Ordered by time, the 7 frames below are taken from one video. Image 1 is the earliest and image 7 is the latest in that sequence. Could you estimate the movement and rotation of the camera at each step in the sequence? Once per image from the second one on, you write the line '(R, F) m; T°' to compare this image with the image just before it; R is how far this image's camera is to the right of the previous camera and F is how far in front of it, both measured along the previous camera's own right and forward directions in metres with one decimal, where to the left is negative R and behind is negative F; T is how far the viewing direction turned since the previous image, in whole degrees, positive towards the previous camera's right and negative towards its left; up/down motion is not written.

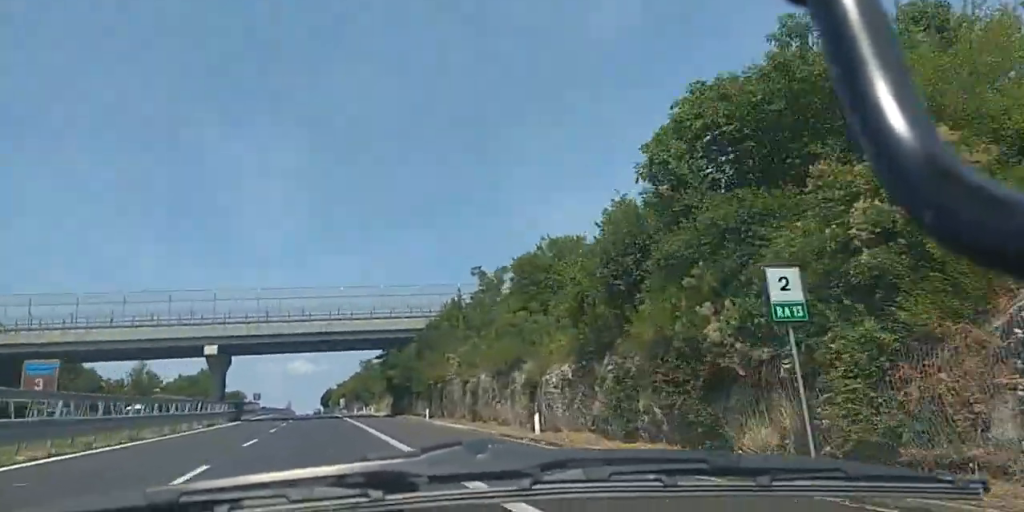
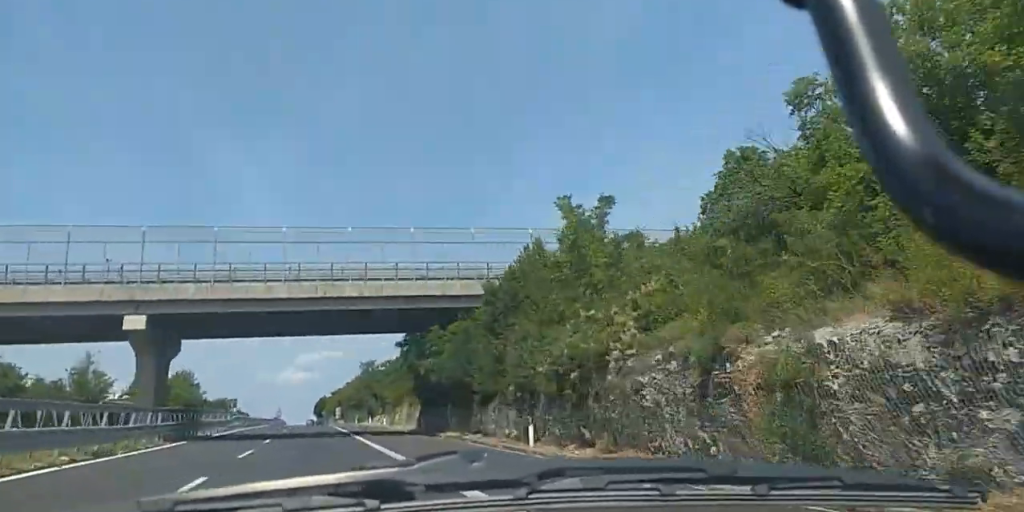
(0.0, +23.7) m; 0°
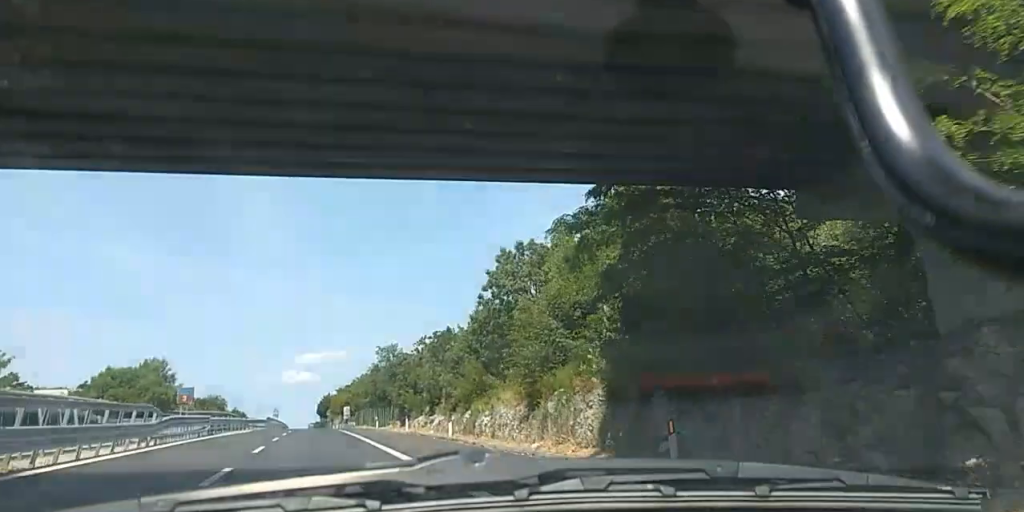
(0.0, +34.5) m; 0°
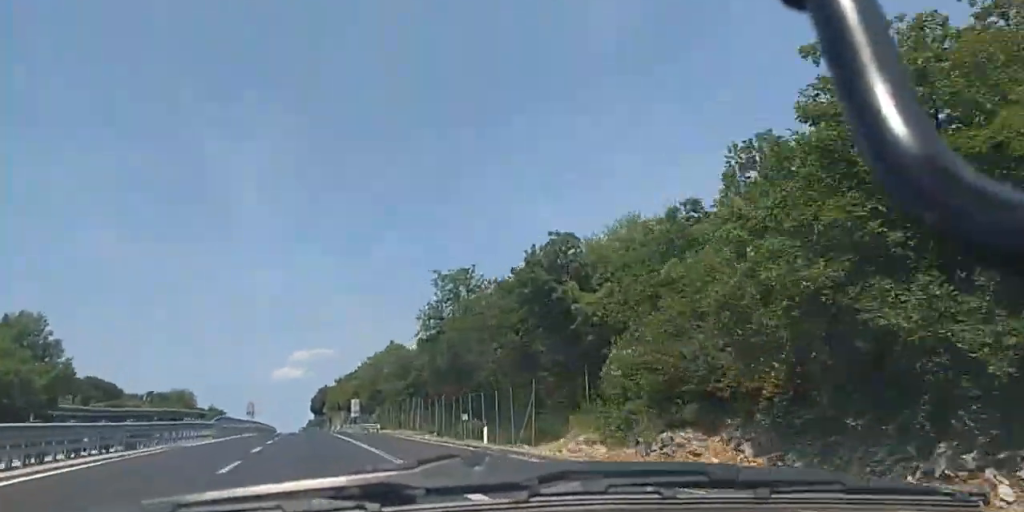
(-0.1, +57.1) m; 0°
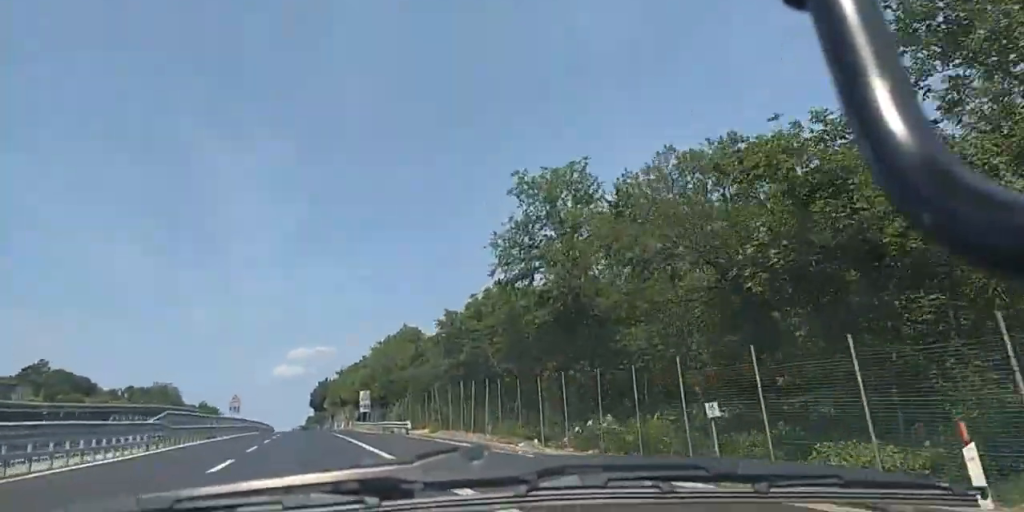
(+0.2, +23.6) m; 0°
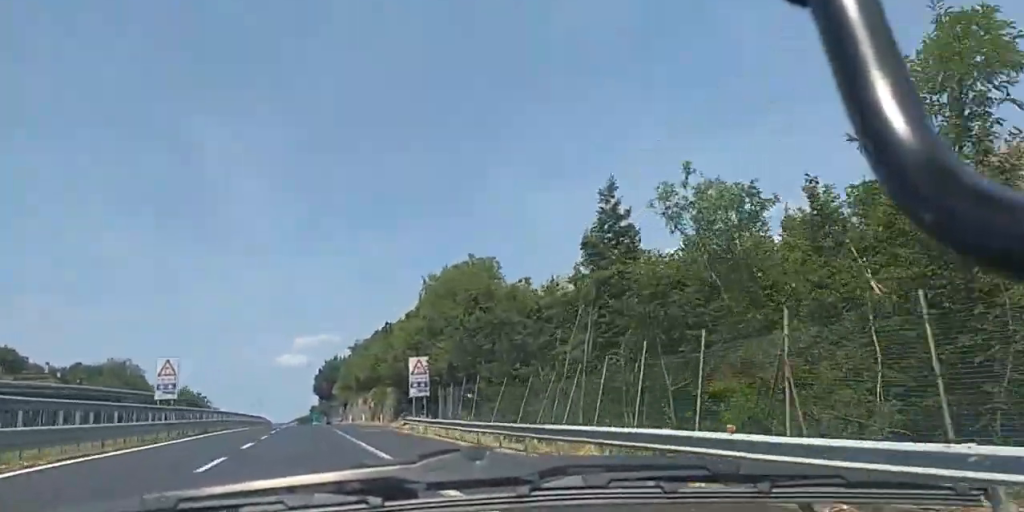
(+0.5, +47.8) m; +2°
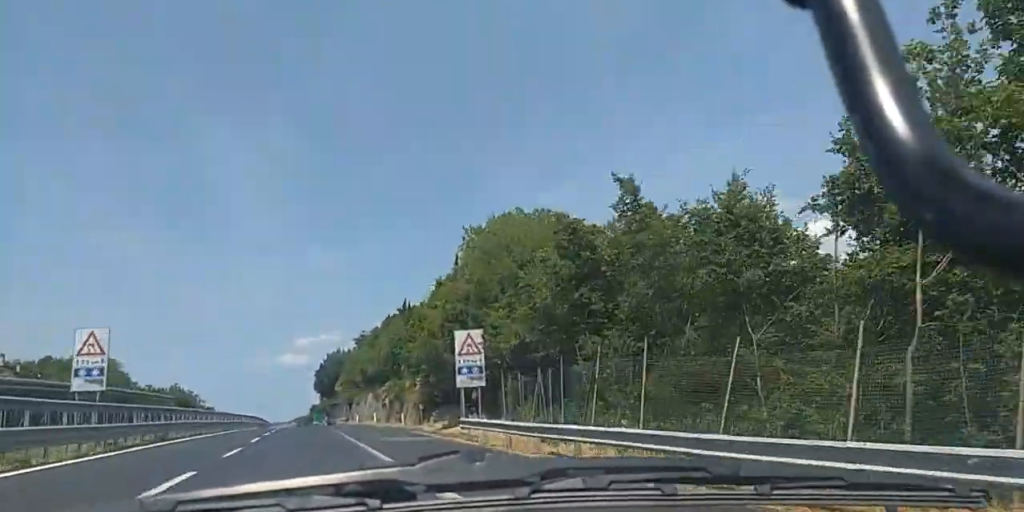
(+0.3, +17.0) m; 0°
